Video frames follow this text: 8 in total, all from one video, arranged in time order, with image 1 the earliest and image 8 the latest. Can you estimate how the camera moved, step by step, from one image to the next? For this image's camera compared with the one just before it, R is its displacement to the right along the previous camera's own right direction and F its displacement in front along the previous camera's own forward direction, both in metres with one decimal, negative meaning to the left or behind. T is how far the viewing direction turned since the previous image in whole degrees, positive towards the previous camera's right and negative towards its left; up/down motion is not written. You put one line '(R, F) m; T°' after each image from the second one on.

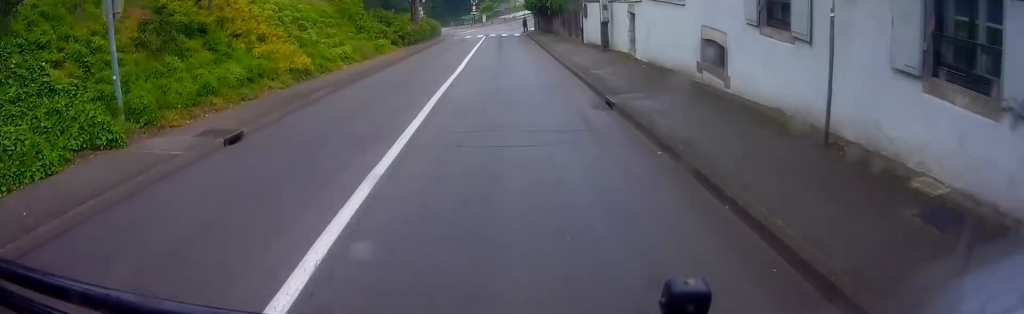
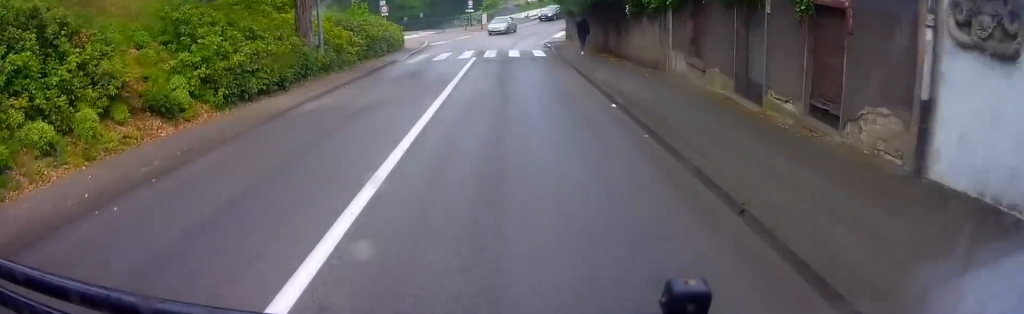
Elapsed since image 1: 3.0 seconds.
(+2.1, +28.3) m; +3°
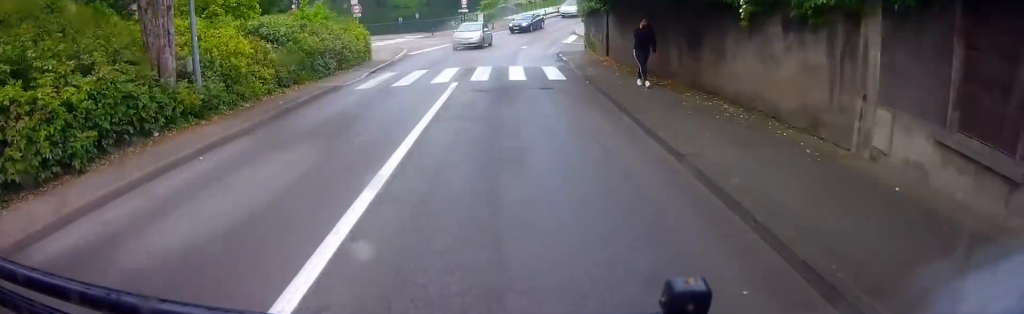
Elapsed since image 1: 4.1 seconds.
(+0.2, +9.4) m; +5°
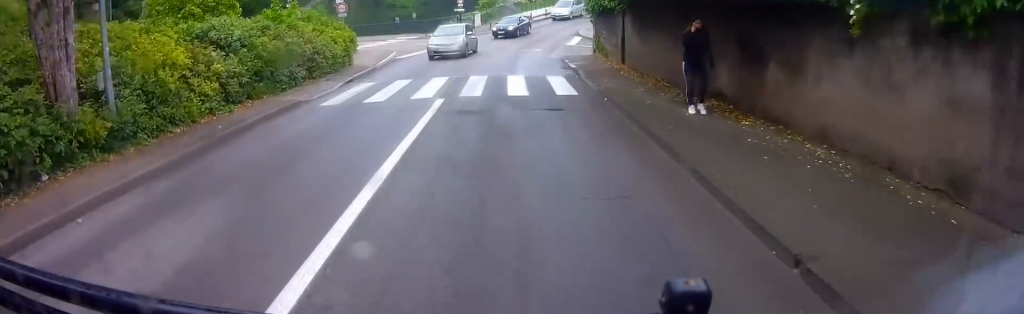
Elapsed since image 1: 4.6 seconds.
(+0.4, +3.5) m; -1°
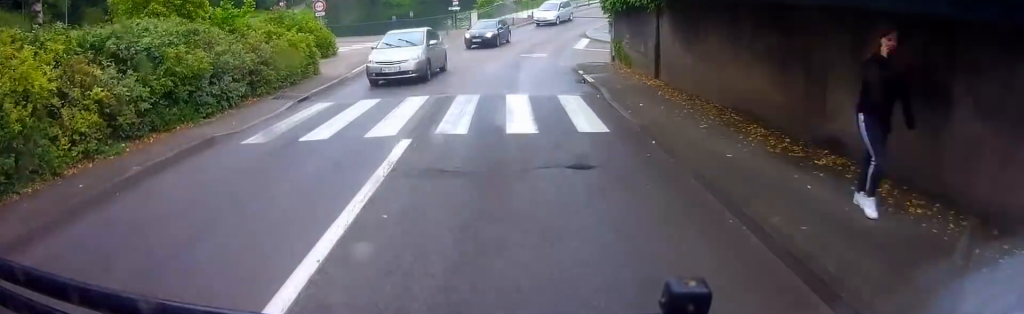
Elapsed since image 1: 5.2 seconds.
(+0.2, +4.7) m; -2°
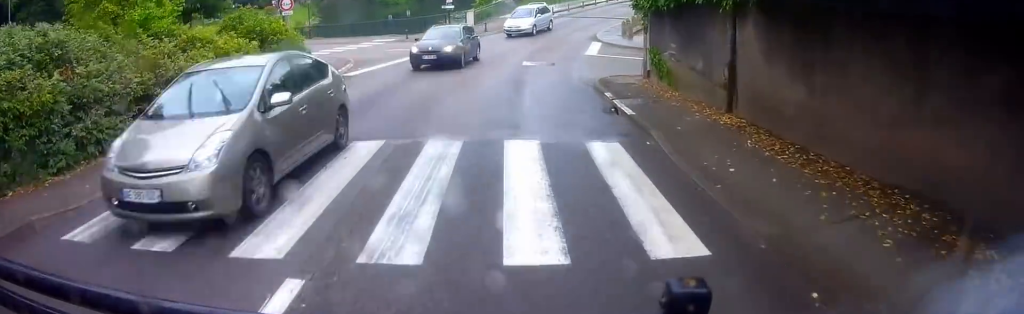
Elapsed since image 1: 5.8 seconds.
(-0.6, +5.1) m; -5°
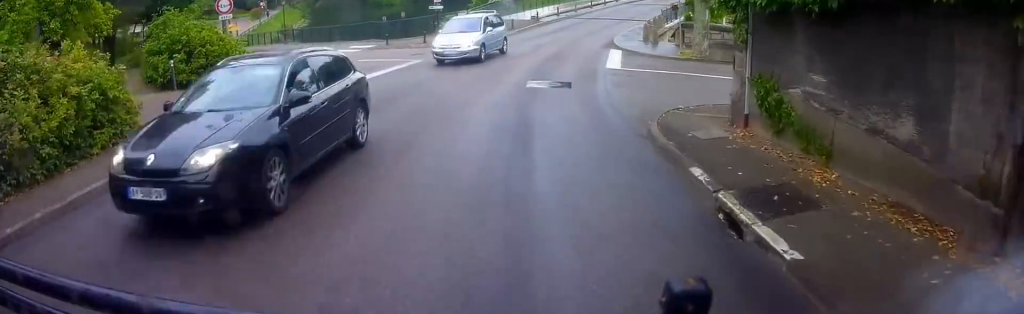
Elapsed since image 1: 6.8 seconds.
(0.0, +6.5) m; 0°
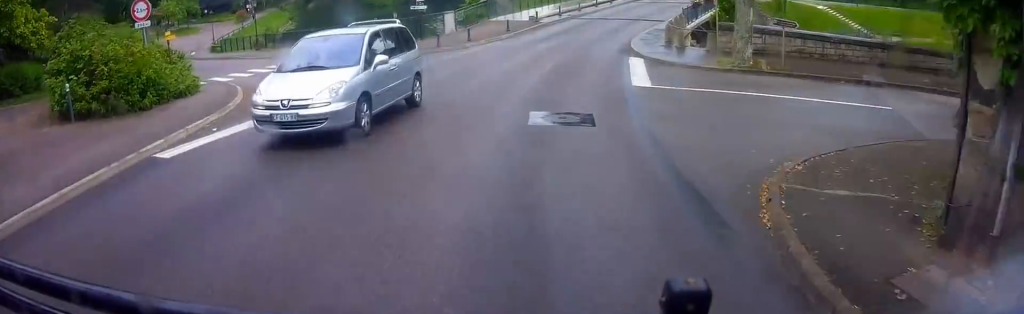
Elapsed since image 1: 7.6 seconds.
(+0.1, +5.4) m; +4°
